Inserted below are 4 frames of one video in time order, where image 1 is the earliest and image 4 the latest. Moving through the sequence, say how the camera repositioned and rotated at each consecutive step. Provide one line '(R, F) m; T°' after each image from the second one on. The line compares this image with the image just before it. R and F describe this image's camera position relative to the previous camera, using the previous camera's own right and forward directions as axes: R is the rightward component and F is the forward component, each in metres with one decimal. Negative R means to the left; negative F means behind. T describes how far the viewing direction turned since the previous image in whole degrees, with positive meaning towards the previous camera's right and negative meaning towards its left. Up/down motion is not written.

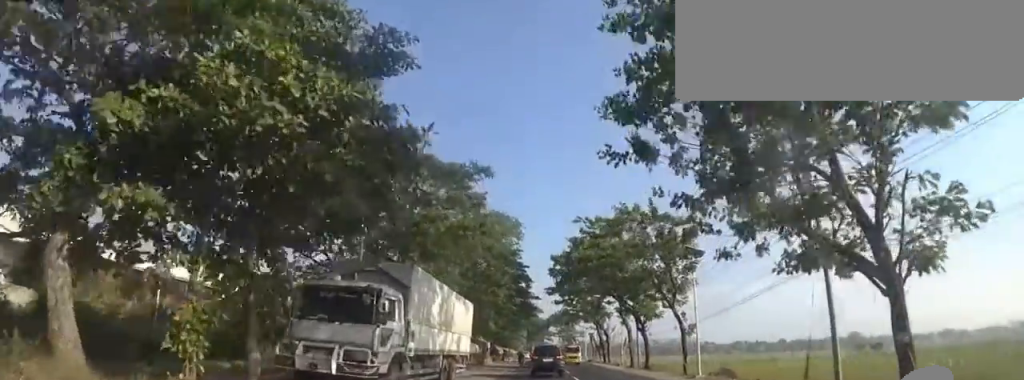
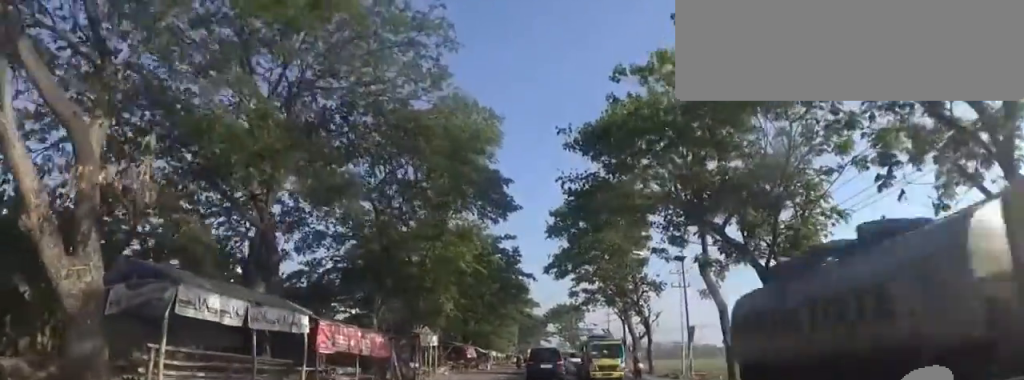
(+2.9, +21.9) m; +8°
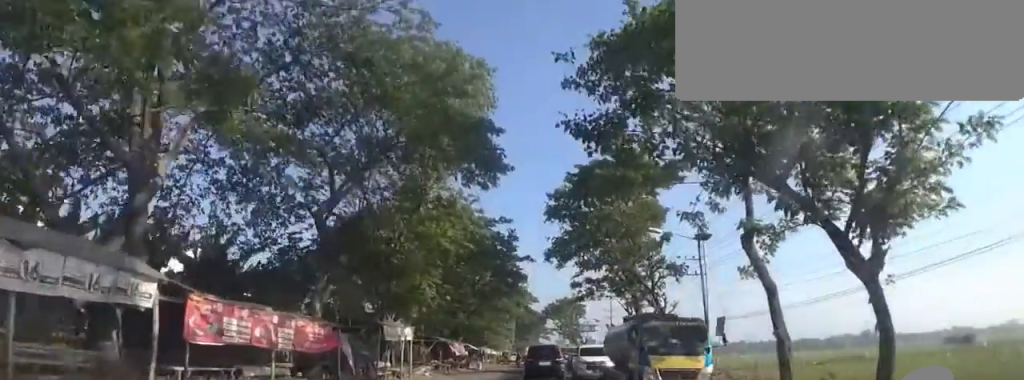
(0.0, +4.6) m; 0°
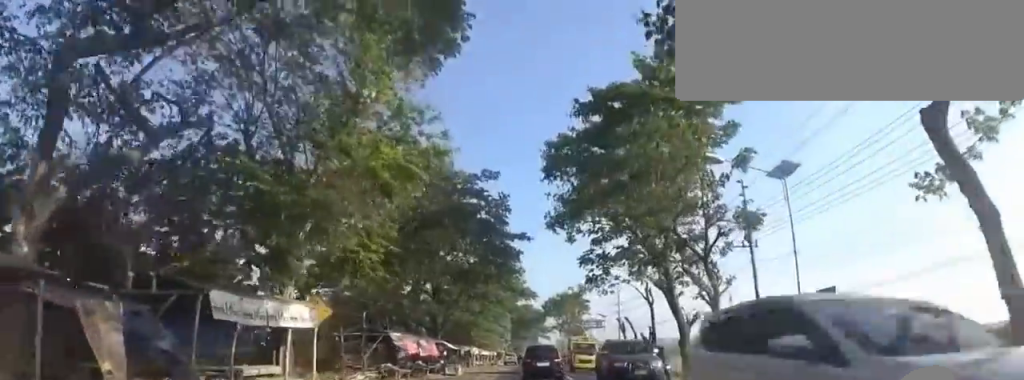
(0.0, +9.0) m; 0°
